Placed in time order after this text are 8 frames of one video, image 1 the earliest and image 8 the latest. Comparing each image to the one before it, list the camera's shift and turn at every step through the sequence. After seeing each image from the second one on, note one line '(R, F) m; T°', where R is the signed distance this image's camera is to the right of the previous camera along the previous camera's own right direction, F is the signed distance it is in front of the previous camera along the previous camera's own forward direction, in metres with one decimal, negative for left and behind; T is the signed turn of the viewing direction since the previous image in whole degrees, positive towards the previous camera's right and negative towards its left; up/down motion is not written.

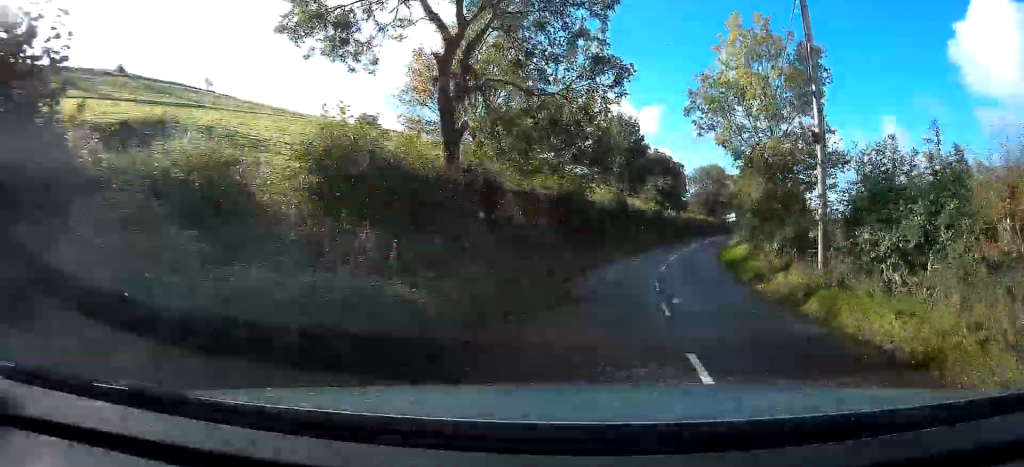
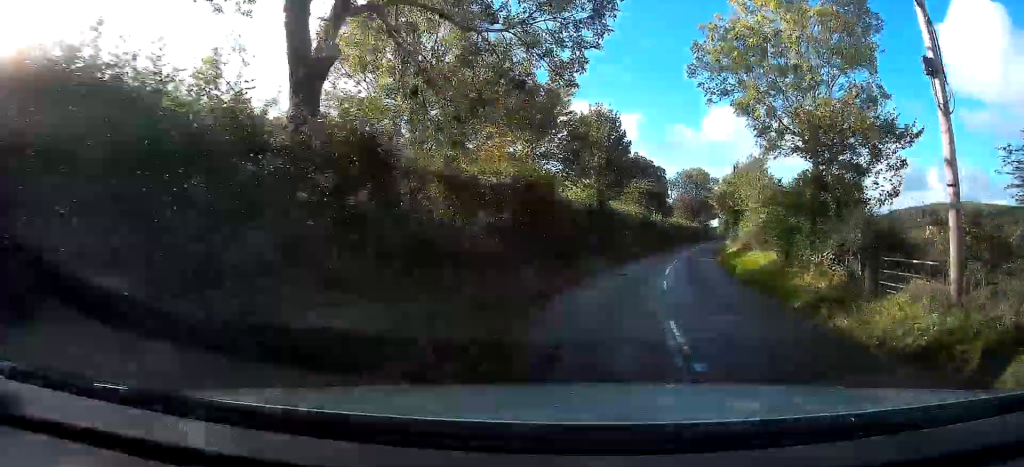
(0.0, +6.6) m; +2°
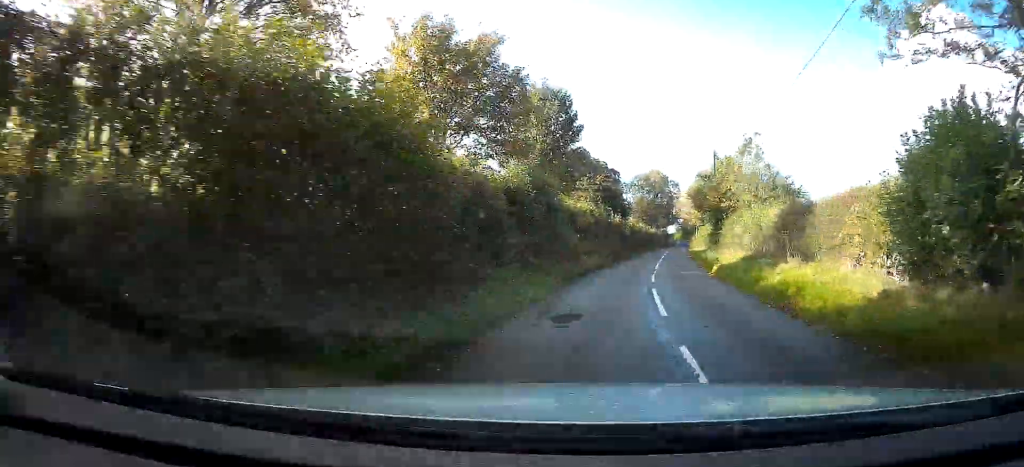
(+0.4, +11.6) m; +3°
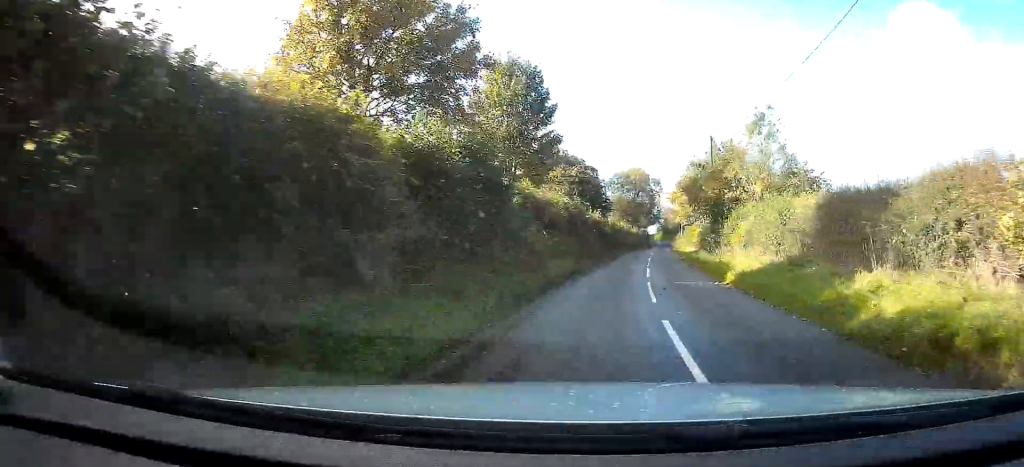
(0.0, +7.2) m; +2°
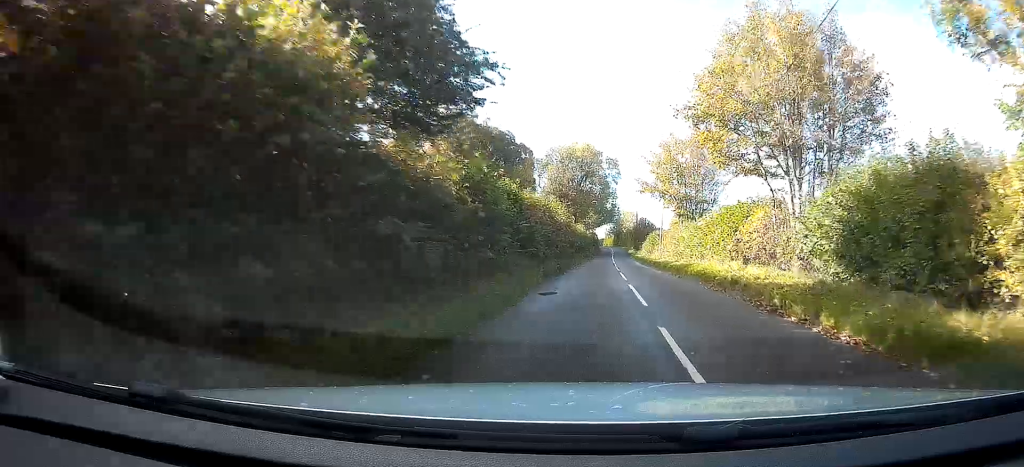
(+2.4, +36.9) m; +6°
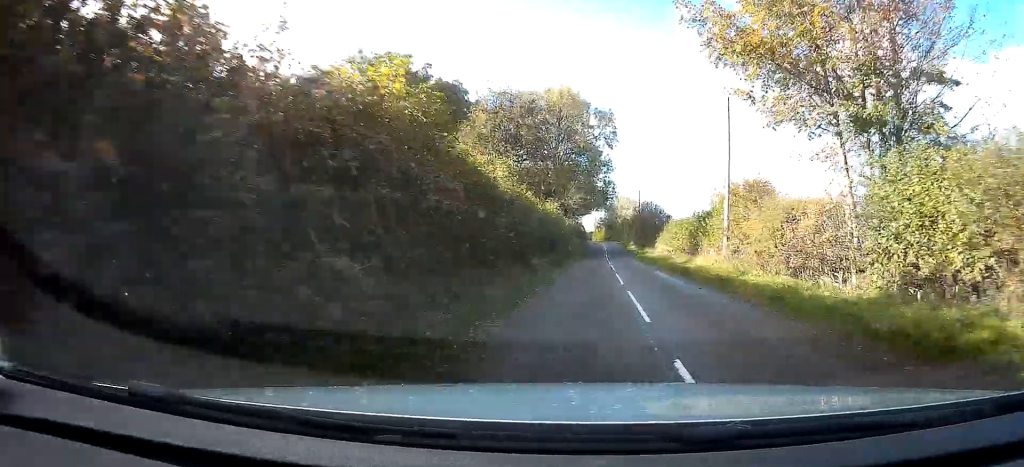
(+0.3, +28.3) m; +1°
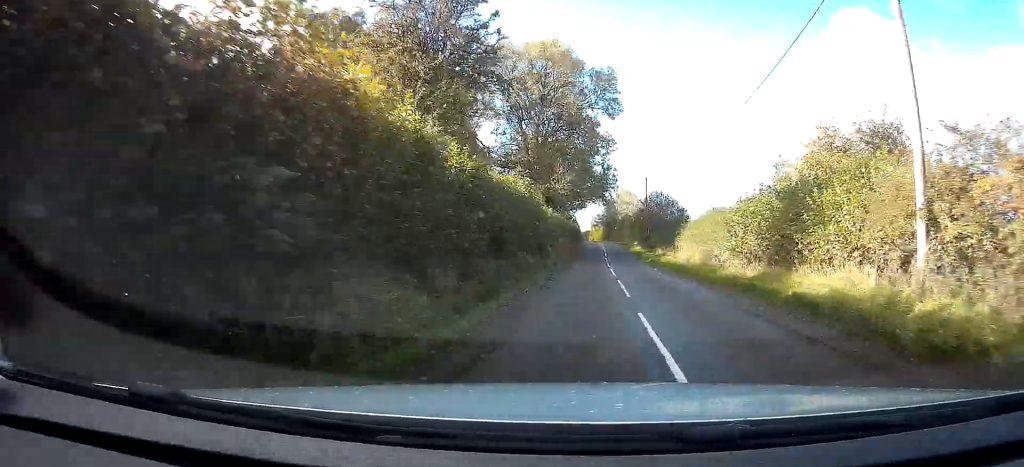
(+0.1, +13.8) m; +1°
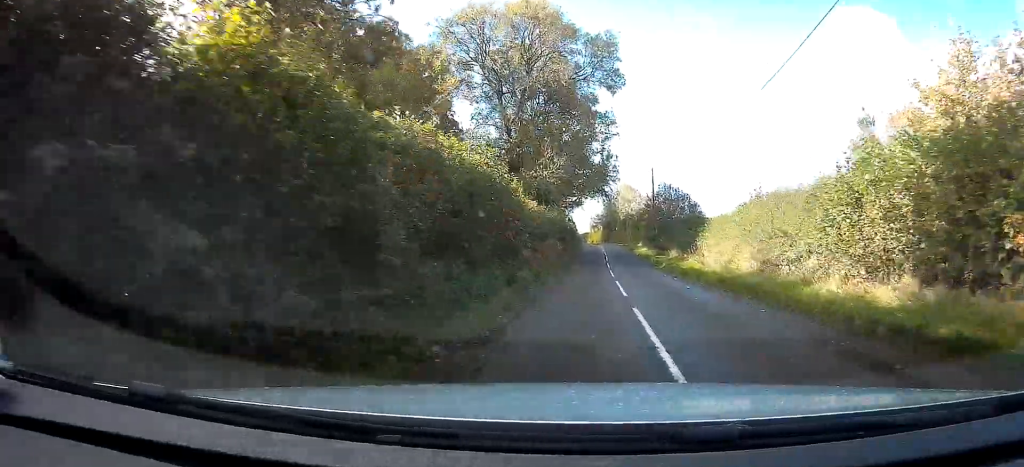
(0.0, +8.0) m; 0°
